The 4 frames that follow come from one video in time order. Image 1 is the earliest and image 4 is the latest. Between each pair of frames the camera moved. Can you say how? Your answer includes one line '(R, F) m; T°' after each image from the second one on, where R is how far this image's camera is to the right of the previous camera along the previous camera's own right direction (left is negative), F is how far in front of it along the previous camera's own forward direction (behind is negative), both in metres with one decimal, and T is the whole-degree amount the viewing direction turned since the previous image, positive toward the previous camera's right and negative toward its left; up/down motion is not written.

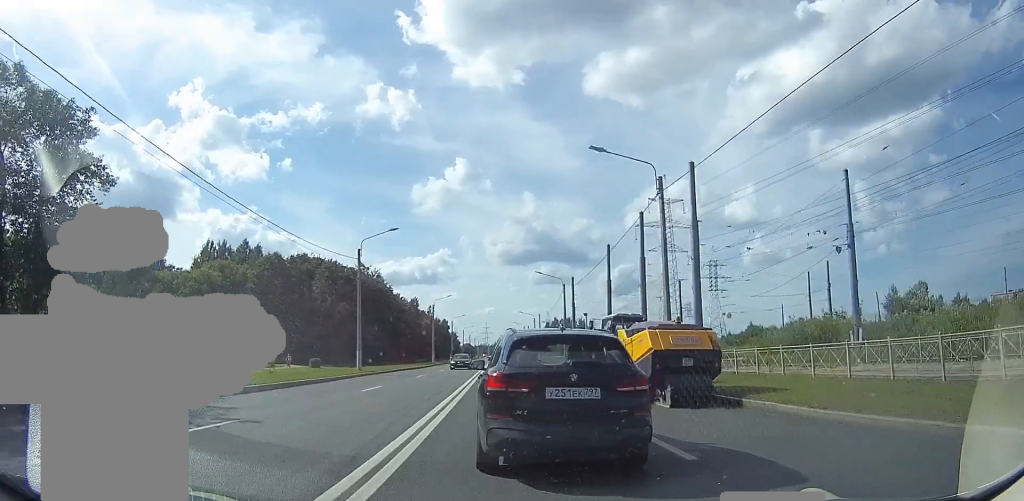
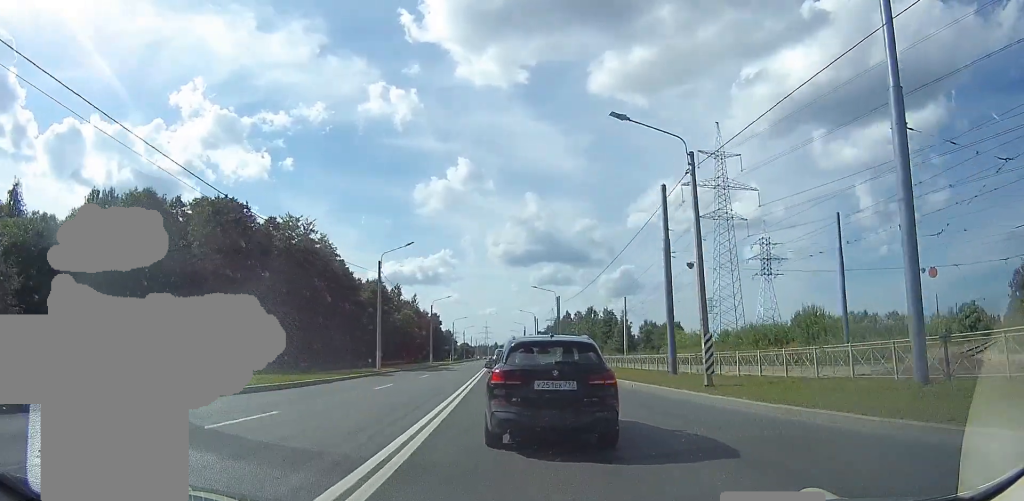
(-1.2, +33.8) m; 0°
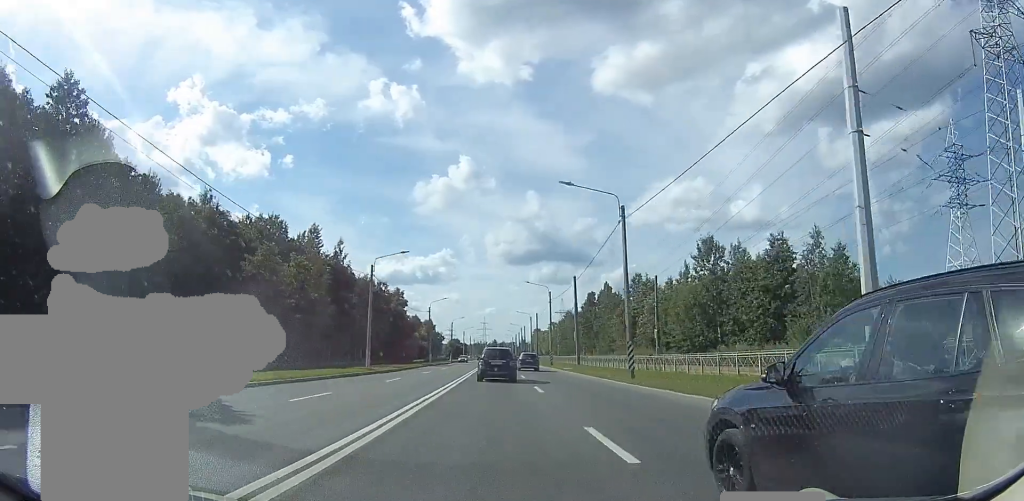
(+2.3, +66.6) m; 0°
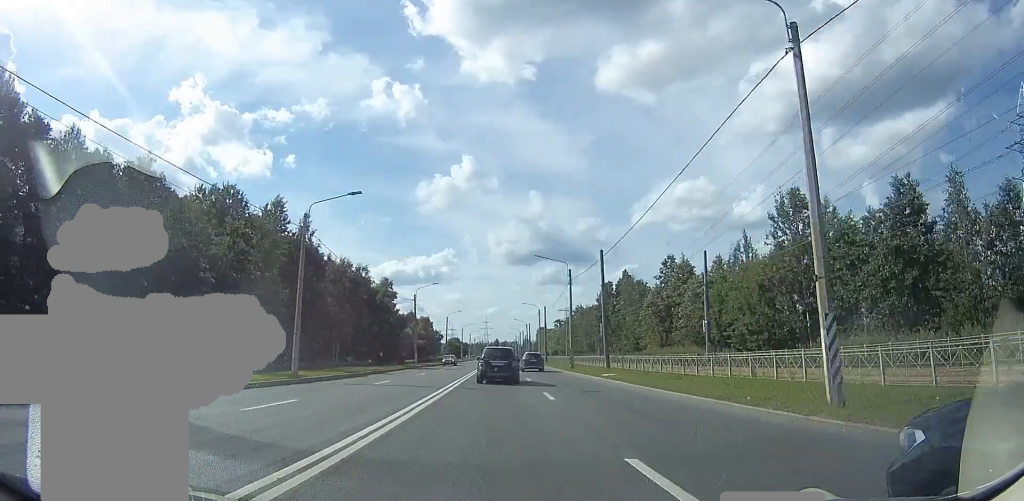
(0.0, +14.6) m; 0°
